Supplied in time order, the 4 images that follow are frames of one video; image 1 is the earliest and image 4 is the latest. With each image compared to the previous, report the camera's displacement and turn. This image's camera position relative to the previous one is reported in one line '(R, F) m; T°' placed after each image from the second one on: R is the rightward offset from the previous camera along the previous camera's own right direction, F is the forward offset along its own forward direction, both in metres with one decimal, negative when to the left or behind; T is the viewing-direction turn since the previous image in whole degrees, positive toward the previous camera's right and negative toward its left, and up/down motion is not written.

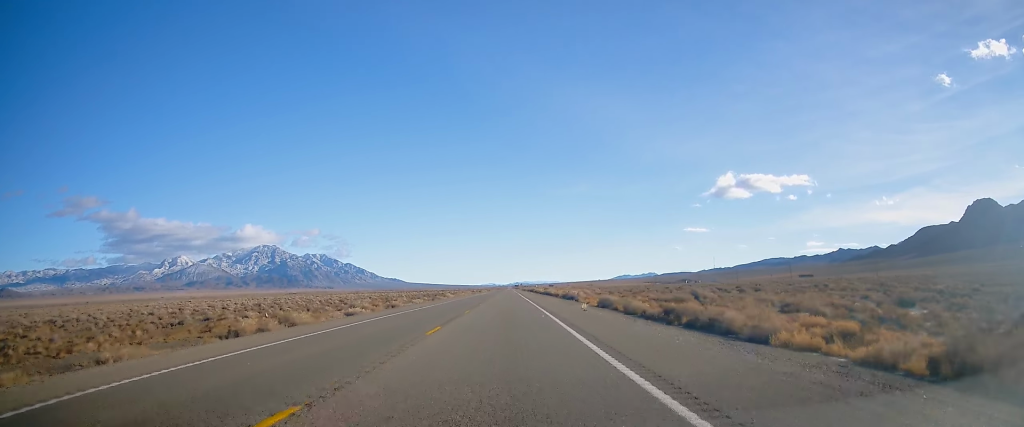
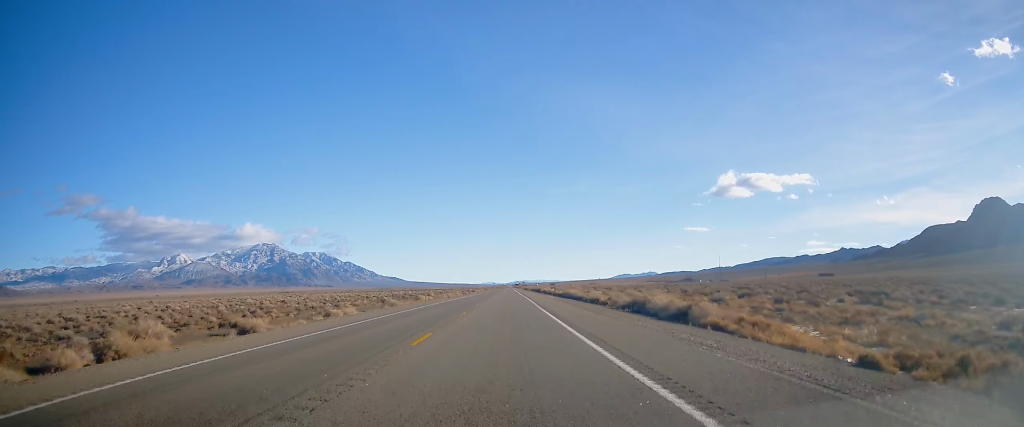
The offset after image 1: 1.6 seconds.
(+0.4, +51.8) m; +1°
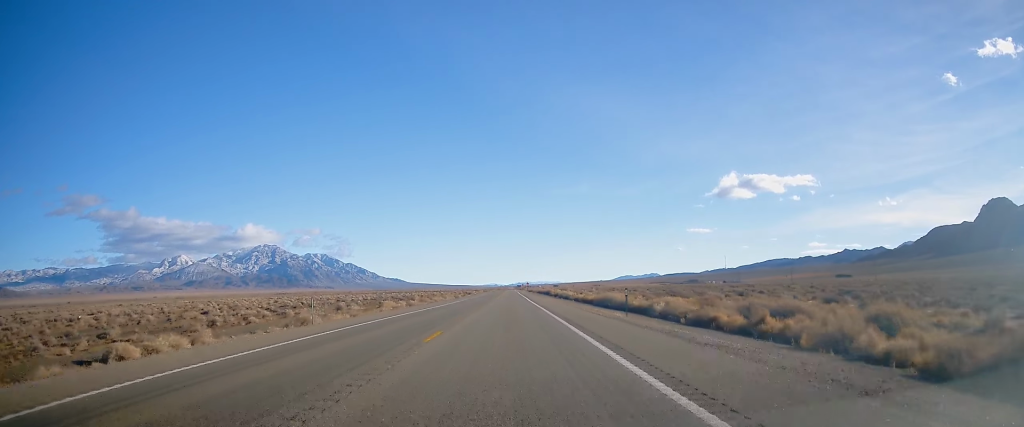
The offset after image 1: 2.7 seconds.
(-0.1, +35.6) m; -1°
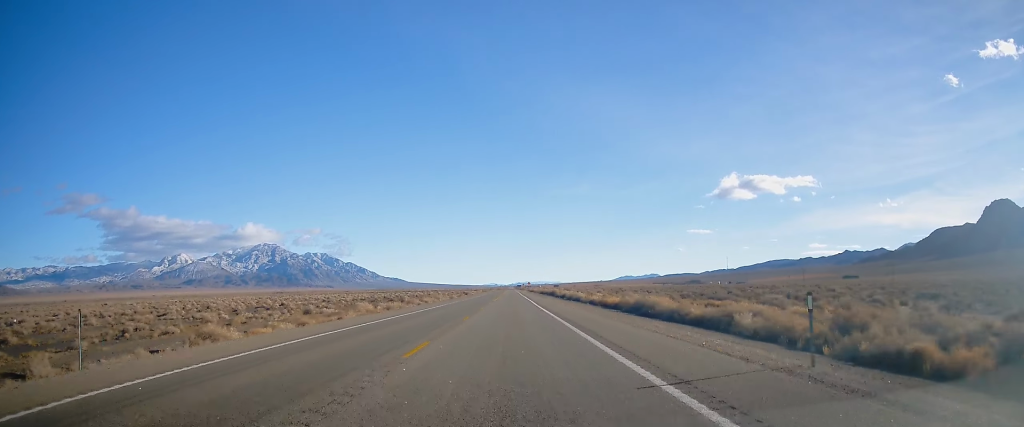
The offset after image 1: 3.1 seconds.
(-0.3, +15.2) m; 0°
